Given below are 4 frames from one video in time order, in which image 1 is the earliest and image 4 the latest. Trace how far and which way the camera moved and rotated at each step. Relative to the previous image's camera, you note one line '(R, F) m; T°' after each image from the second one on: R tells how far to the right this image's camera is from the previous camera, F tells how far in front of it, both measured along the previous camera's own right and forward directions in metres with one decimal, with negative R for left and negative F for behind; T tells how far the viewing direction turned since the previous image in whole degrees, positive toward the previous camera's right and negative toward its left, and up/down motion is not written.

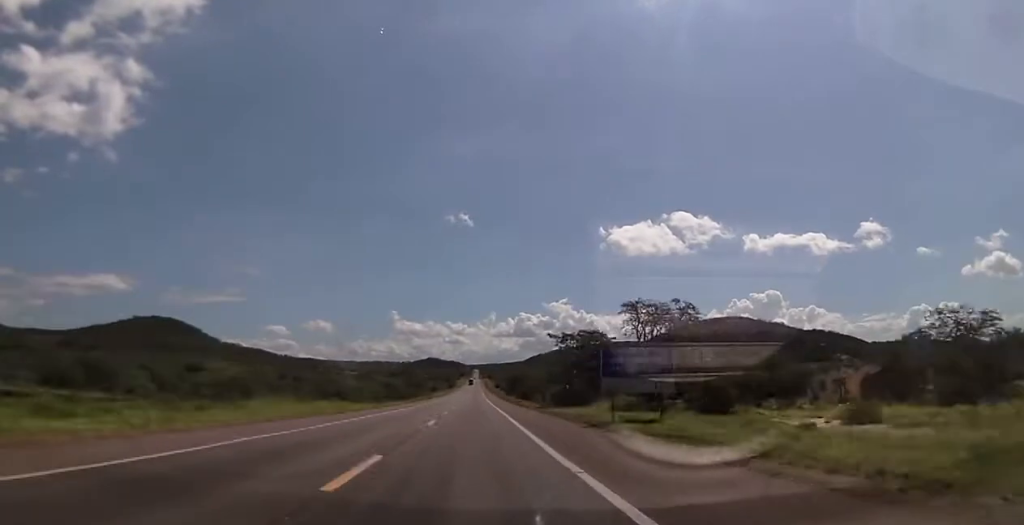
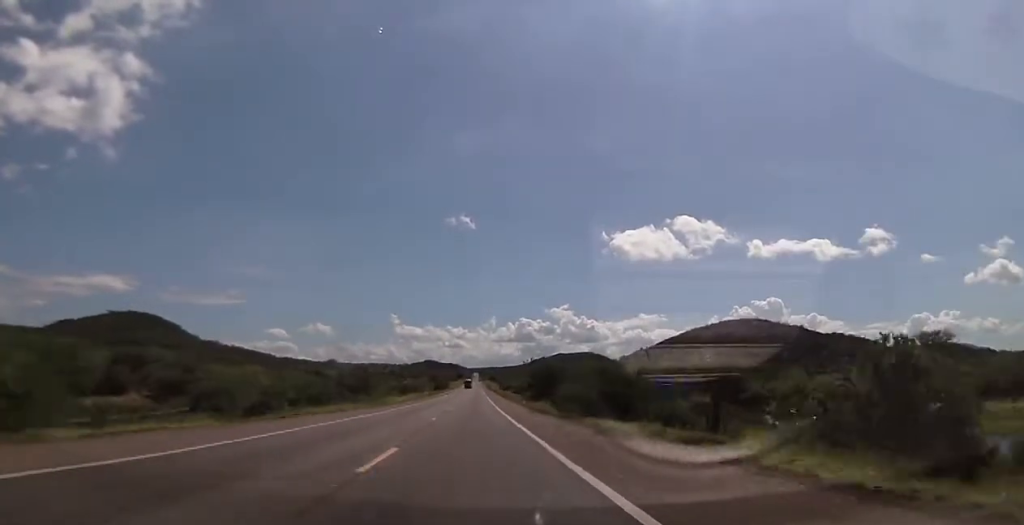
(0.0, +67.1) m; 0°
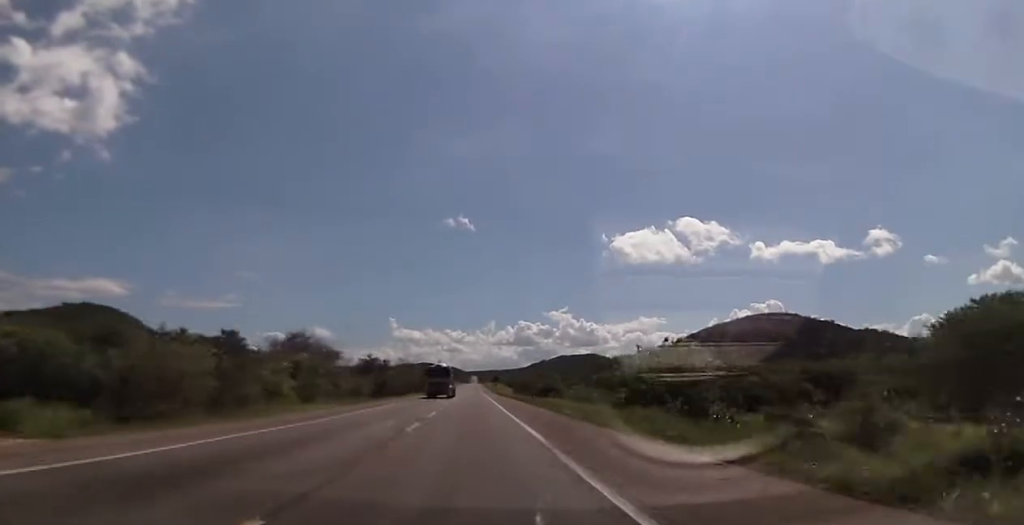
(-0.7, +110.5) m; -1°
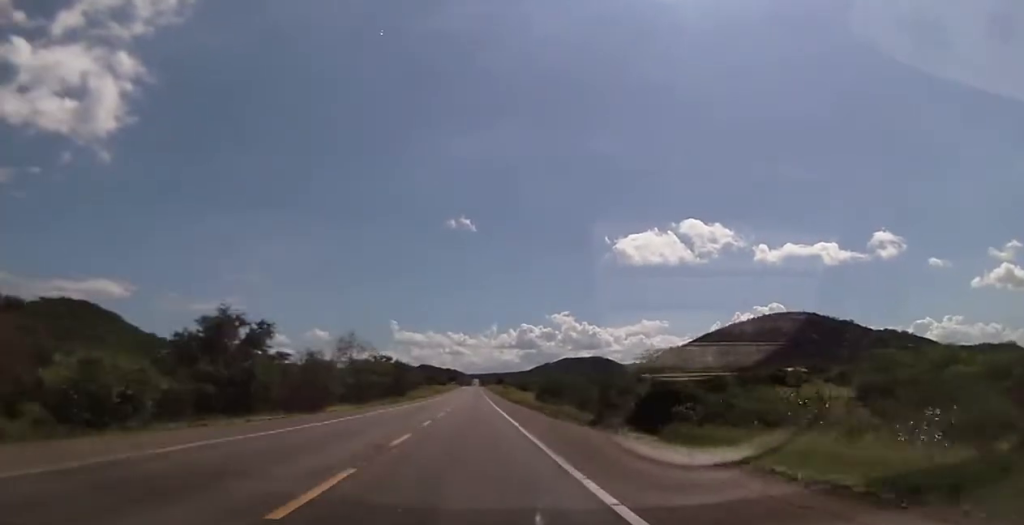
(-0.1, +58.5) m; 0°
